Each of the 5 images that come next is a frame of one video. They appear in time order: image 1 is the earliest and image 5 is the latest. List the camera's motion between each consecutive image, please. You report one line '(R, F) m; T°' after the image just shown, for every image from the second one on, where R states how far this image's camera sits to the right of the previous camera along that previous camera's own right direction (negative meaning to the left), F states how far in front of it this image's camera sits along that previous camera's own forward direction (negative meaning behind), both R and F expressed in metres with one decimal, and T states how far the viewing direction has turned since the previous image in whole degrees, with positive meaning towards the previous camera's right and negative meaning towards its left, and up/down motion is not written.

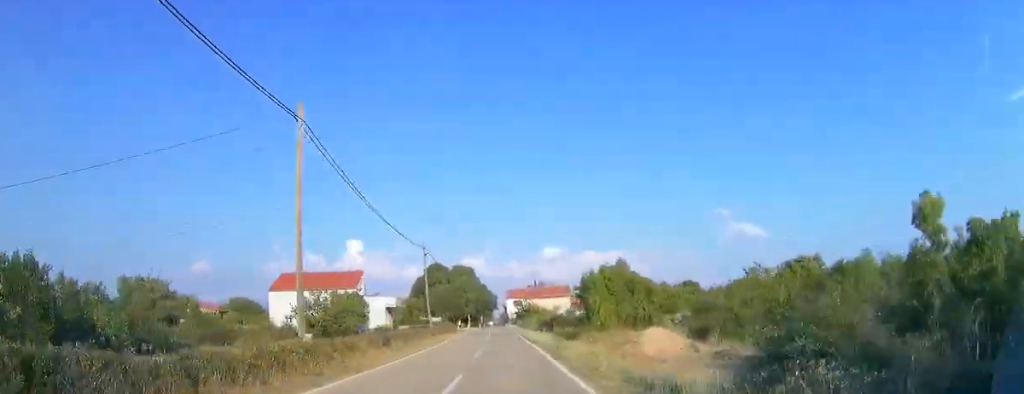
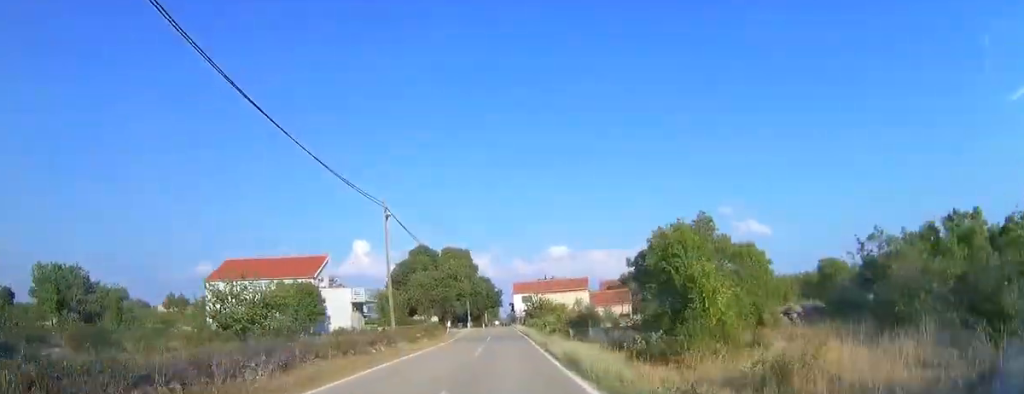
(0.0, +16.4) m; 0°
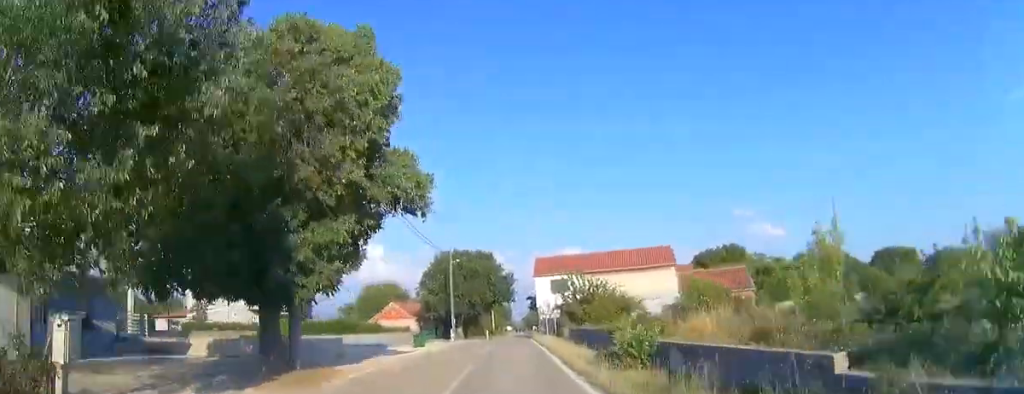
(-0.6, +41.2) m; -2°
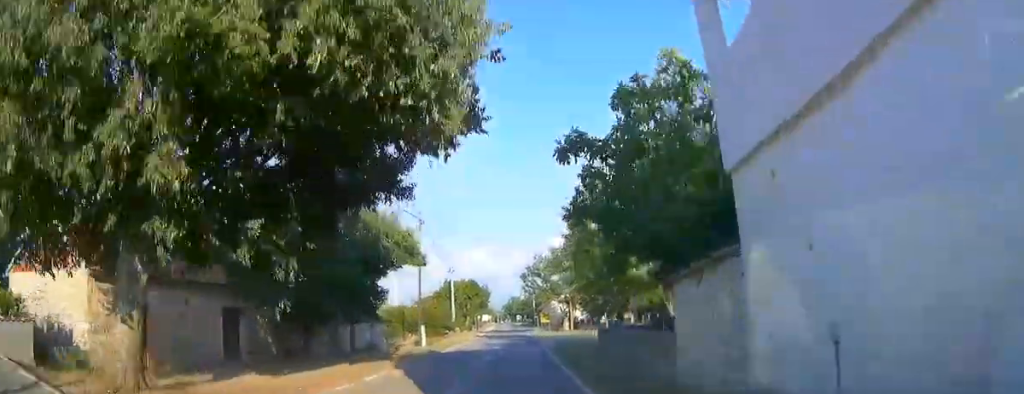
(-0.7, +50.1) m; 0°
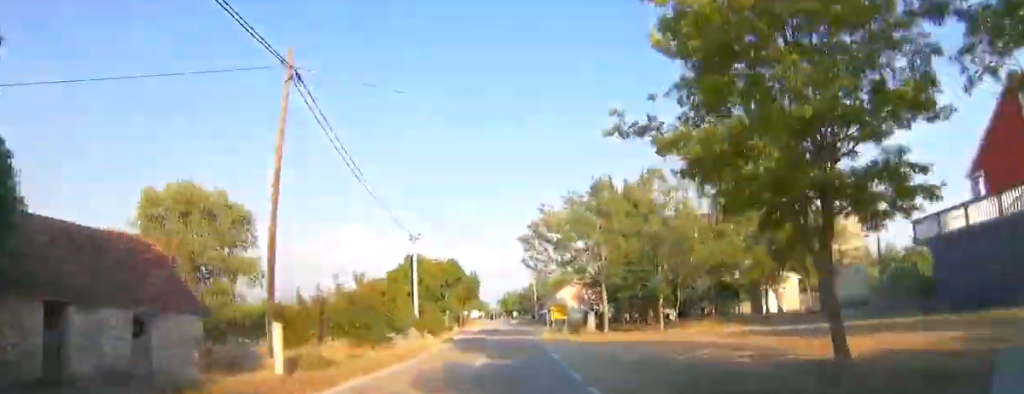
(+0.7, +21.1) m; +1°
